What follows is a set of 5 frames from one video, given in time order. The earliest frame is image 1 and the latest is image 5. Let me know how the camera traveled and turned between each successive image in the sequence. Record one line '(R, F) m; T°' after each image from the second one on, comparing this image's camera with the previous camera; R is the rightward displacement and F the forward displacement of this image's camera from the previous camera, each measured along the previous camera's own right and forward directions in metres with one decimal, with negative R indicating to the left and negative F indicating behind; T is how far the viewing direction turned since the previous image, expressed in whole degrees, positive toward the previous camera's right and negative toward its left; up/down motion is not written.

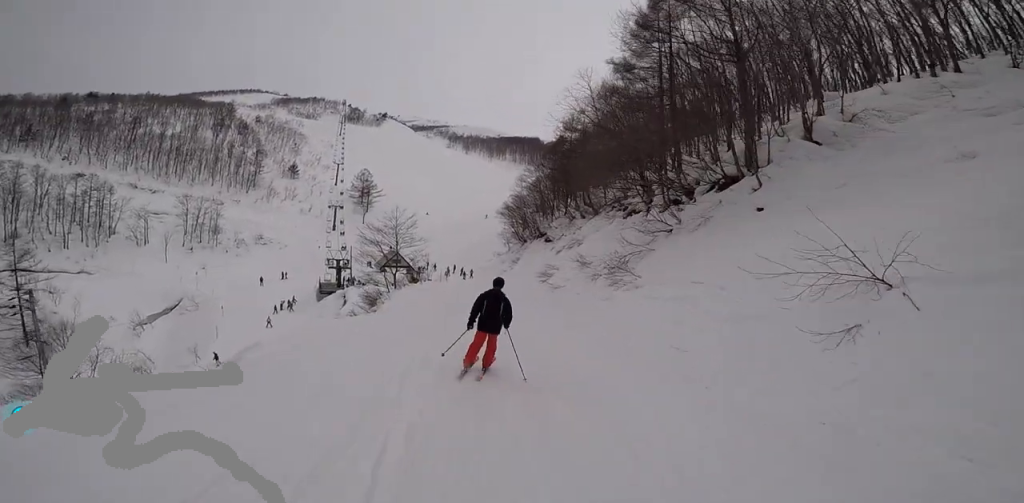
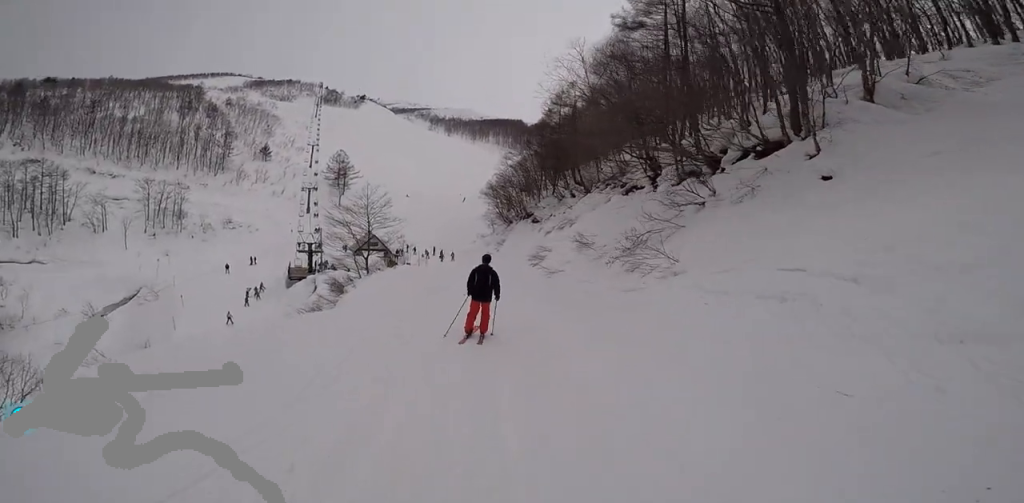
(0.0, +3.2) m; 0°
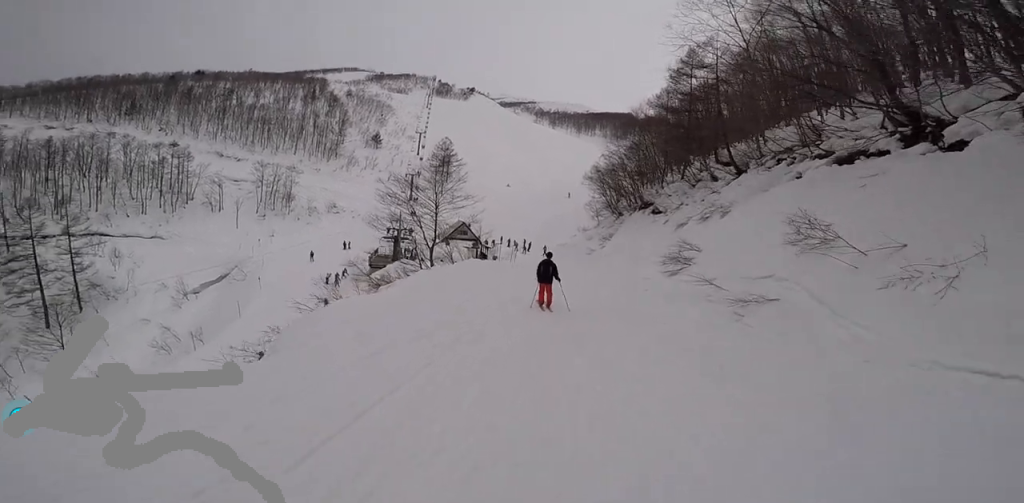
(0.0, +9.1) m; 0°
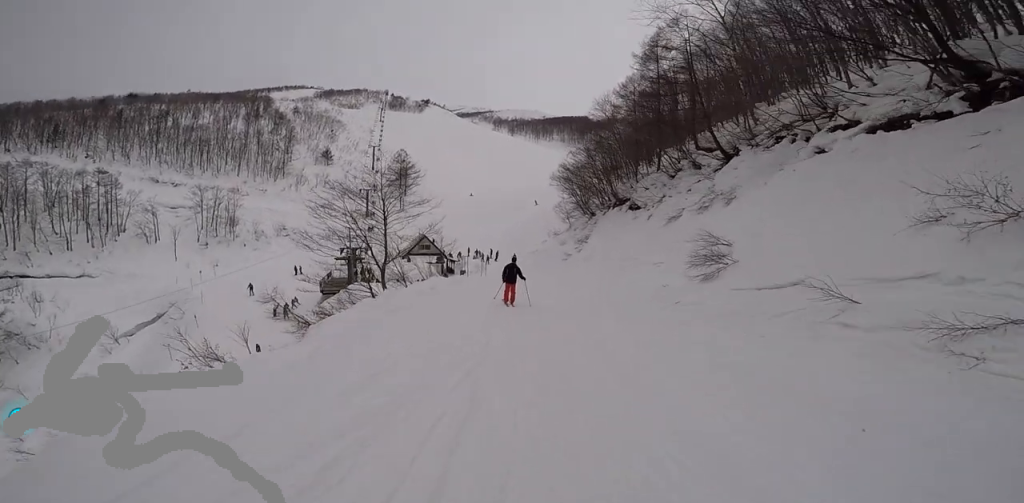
(0.0, +4.1) m; 0°
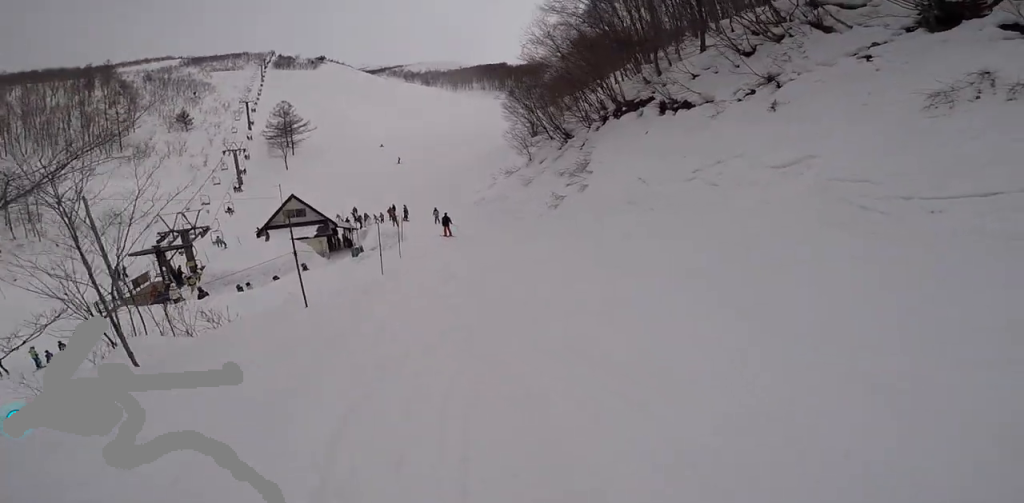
(-0.7, +19.4) m; -5°
